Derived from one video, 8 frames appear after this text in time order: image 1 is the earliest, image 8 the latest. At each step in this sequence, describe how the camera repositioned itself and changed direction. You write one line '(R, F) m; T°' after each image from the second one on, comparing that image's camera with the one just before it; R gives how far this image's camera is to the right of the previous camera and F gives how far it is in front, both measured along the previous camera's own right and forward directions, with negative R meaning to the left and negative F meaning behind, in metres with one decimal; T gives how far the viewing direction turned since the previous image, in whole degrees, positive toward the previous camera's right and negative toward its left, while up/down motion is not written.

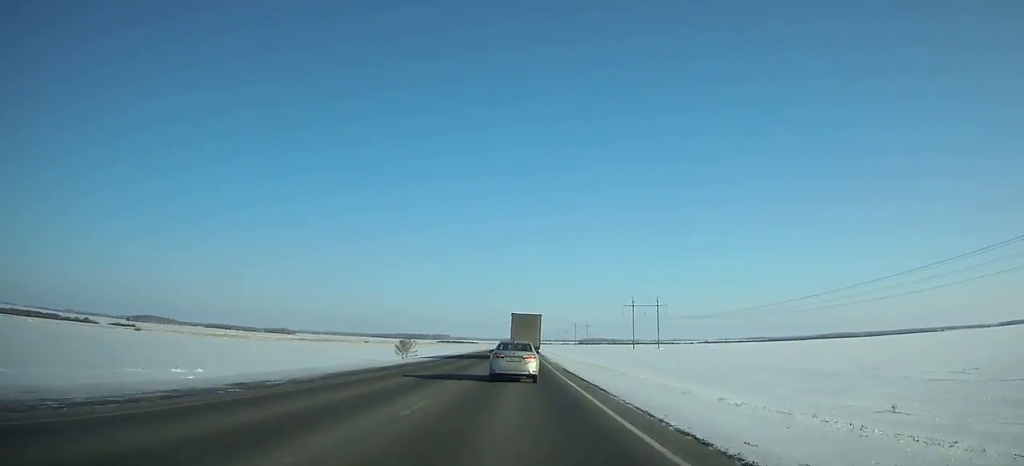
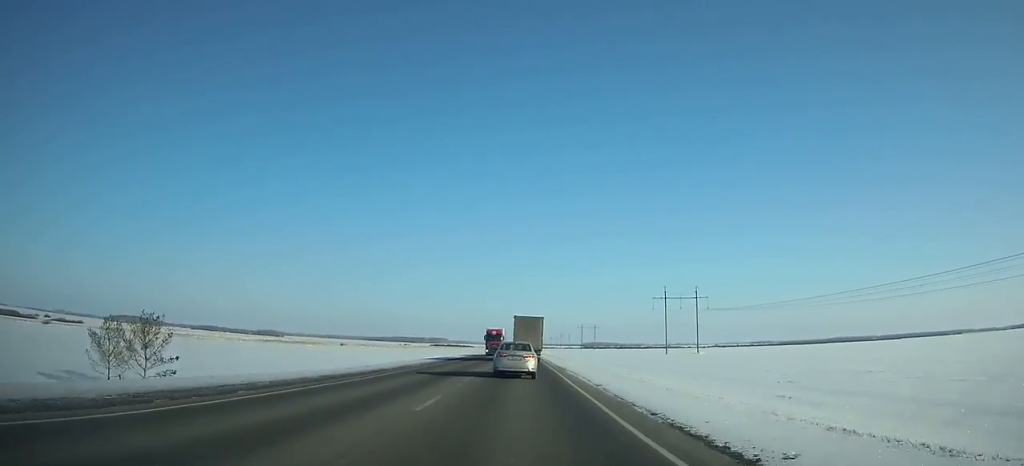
(+0.1, +73.2) m; 0°
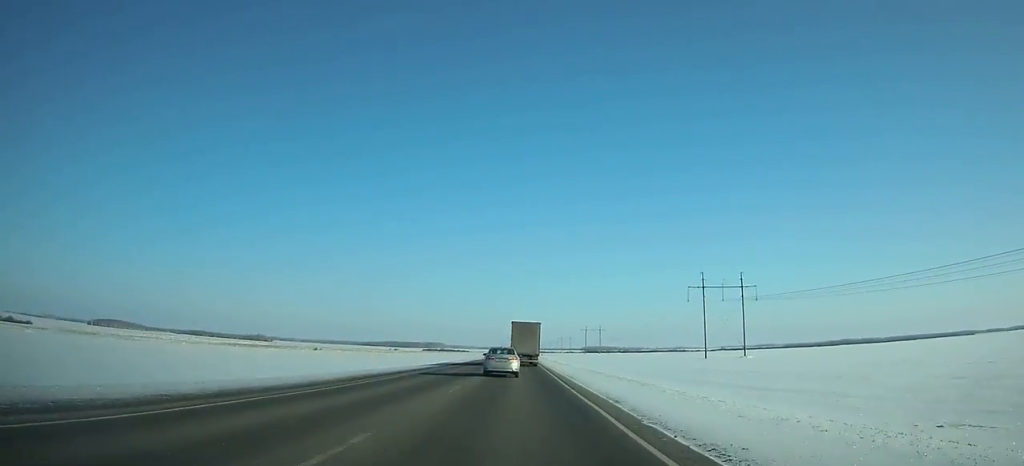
(0.0, +54.8) m; 0°
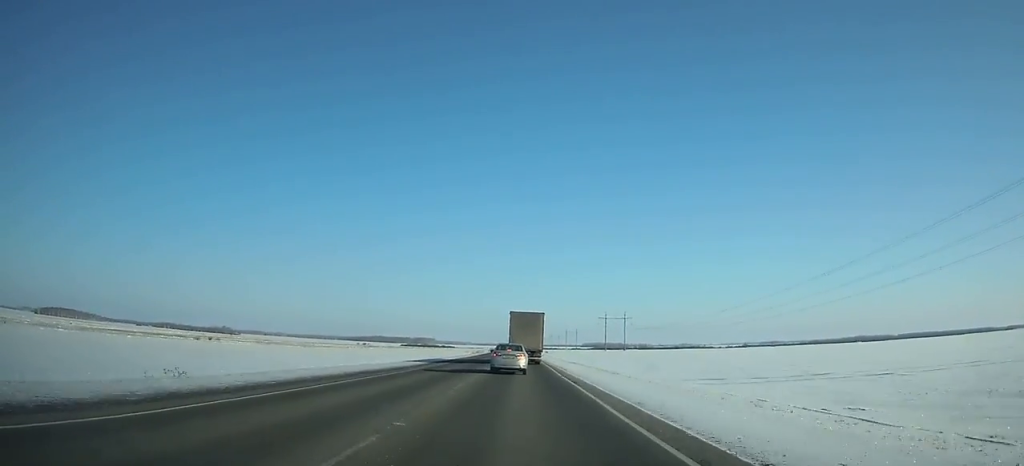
(+0.5, +139.0) m; 0°
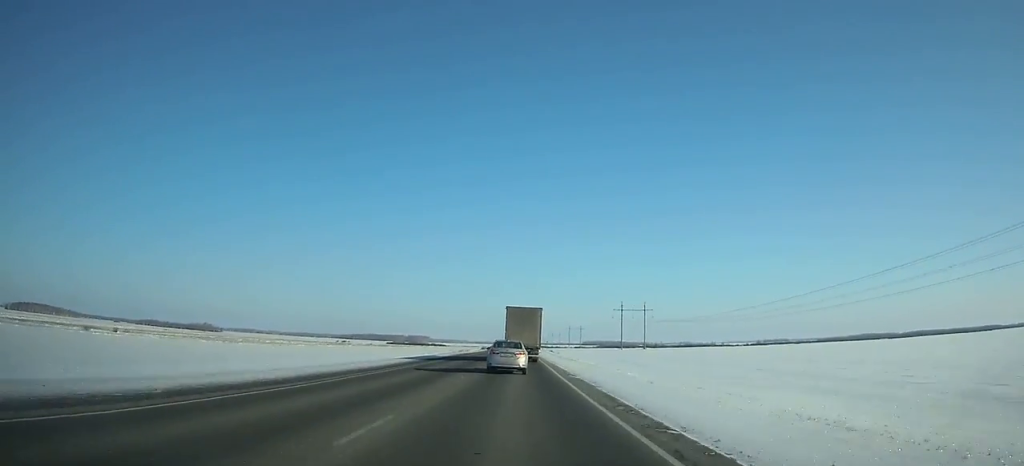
(0.0, +70.4) m; 0°
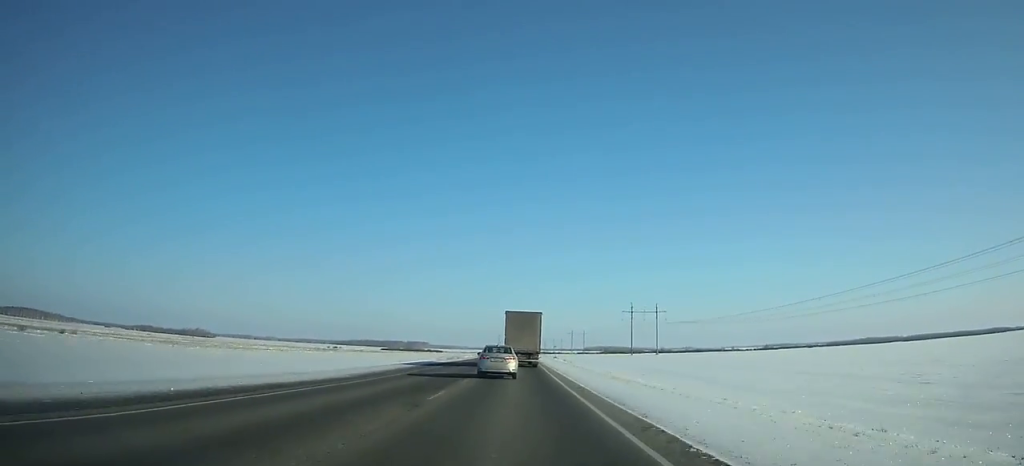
(+0.1, +28.4) m; 0°
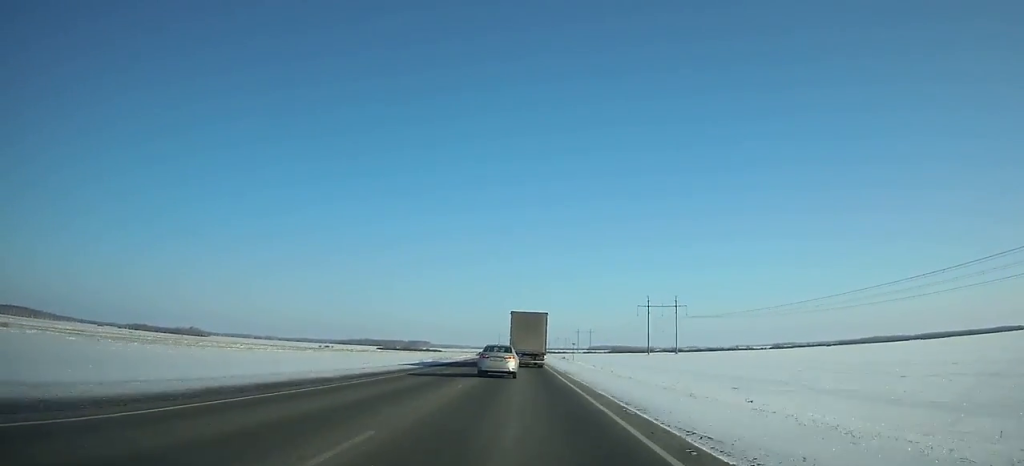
(0.0, +32.7) m; 0°
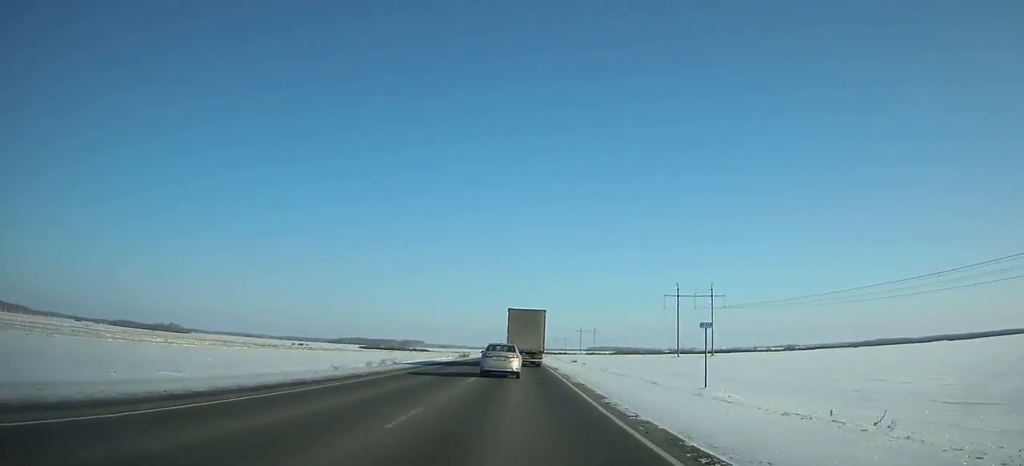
(-0.2, +56.4) m; 0°
